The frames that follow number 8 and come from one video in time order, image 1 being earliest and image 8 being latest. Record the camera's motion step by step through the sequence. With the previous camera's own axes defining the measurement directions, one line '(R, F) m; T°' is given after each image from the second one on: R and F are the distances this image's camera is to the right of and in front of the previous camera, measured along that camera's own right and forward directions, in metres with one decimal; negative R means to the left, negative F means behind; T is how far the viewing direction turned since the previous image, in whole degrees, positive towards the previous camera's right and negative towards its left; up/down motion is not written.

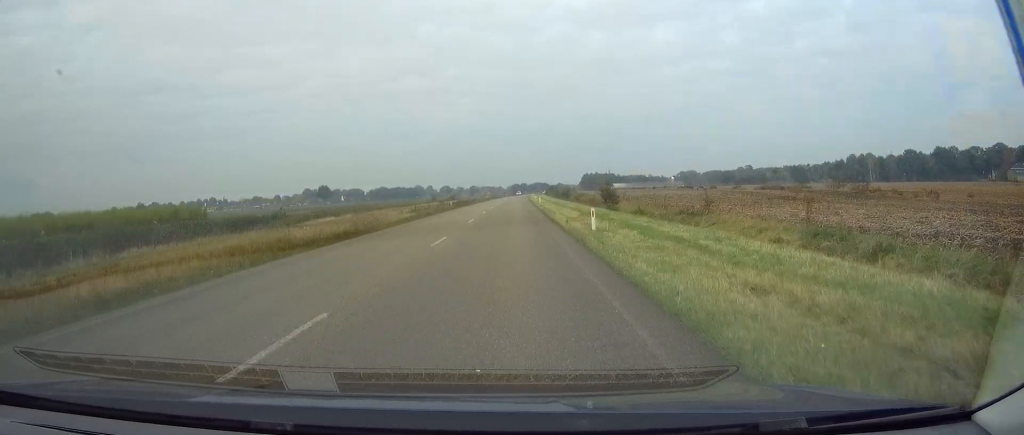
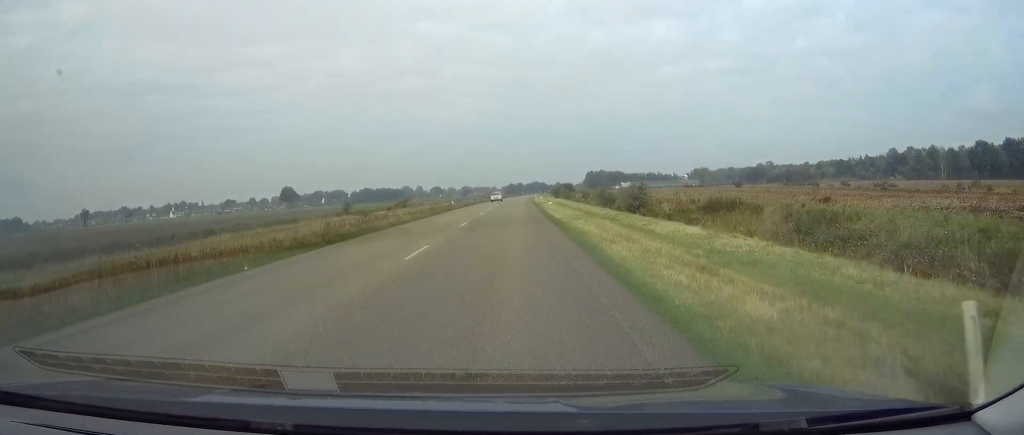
(+0.3, +66.7) m; 0°
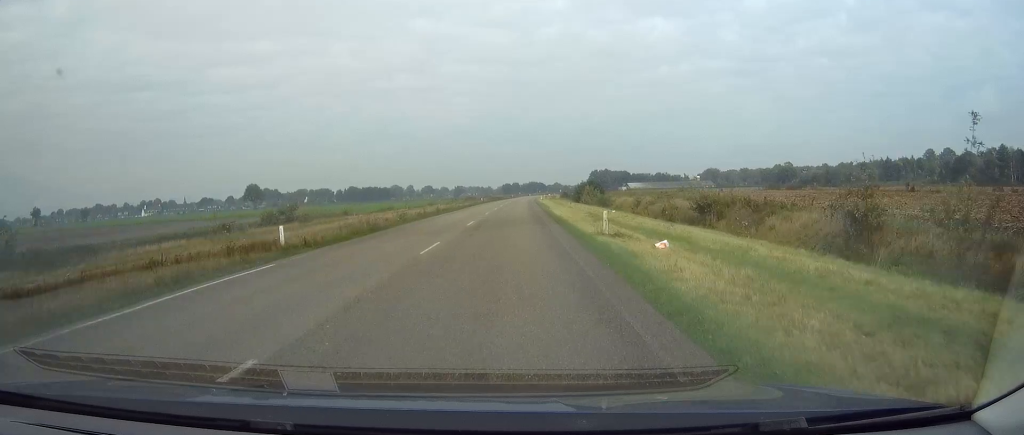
(+0.1, +49.8) m; 0°
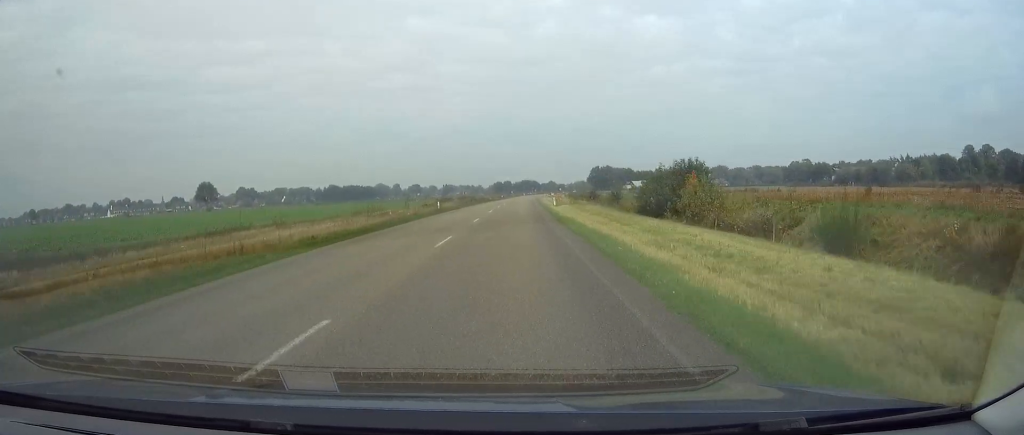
(+0.3, +48.6) m; +1°
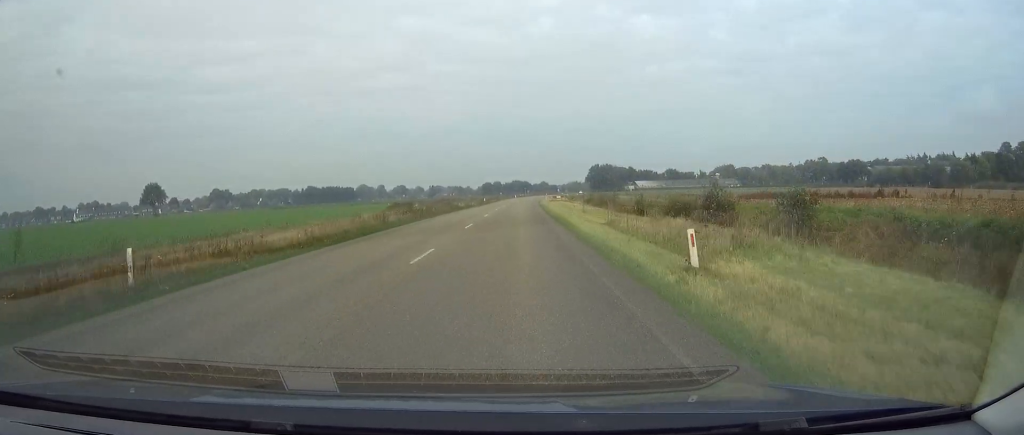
(+0.2, +42.4) m; +1°
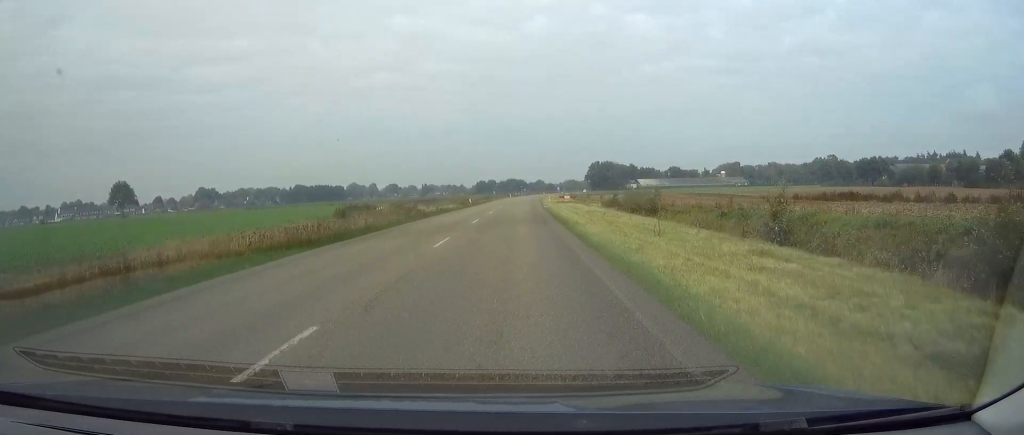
(+0.2, +22.0) m; 0°
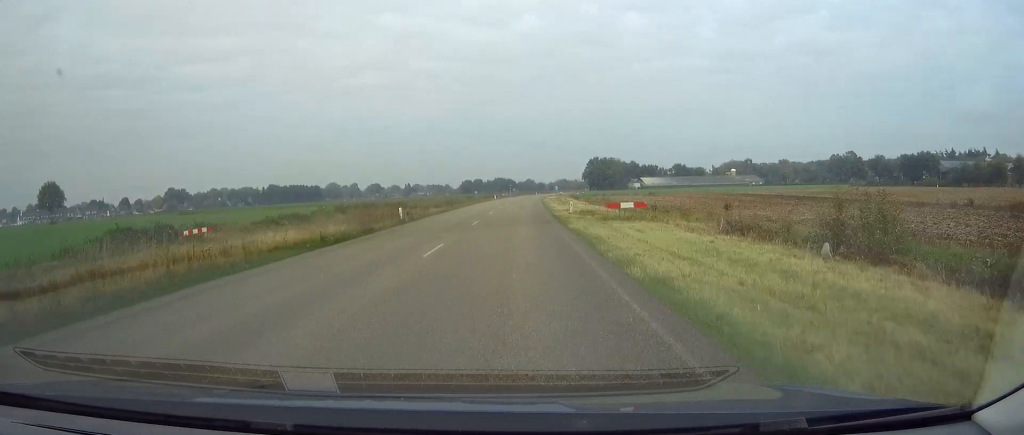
(+0.2, +40.7) m; 0°
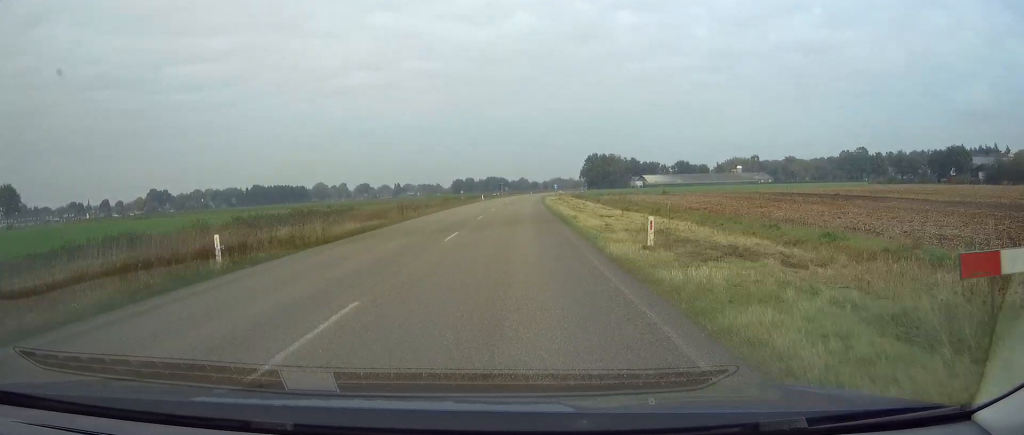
(0.0, +21.9) m; 0°
